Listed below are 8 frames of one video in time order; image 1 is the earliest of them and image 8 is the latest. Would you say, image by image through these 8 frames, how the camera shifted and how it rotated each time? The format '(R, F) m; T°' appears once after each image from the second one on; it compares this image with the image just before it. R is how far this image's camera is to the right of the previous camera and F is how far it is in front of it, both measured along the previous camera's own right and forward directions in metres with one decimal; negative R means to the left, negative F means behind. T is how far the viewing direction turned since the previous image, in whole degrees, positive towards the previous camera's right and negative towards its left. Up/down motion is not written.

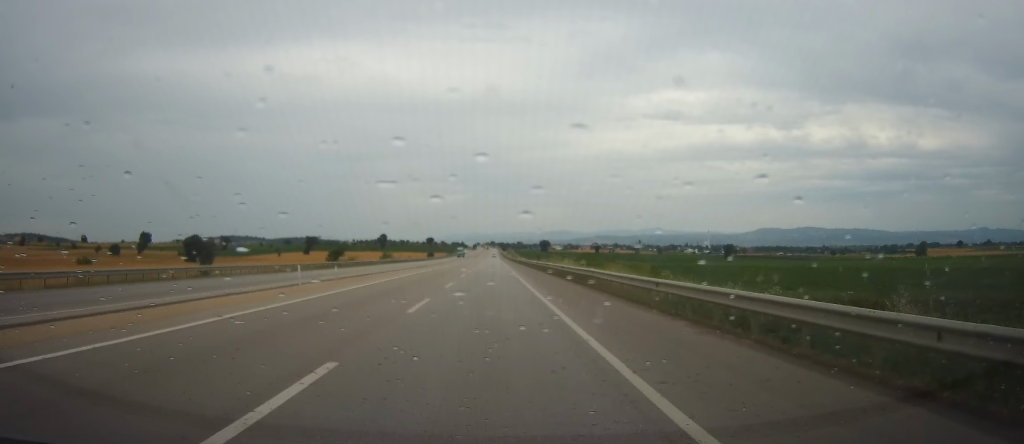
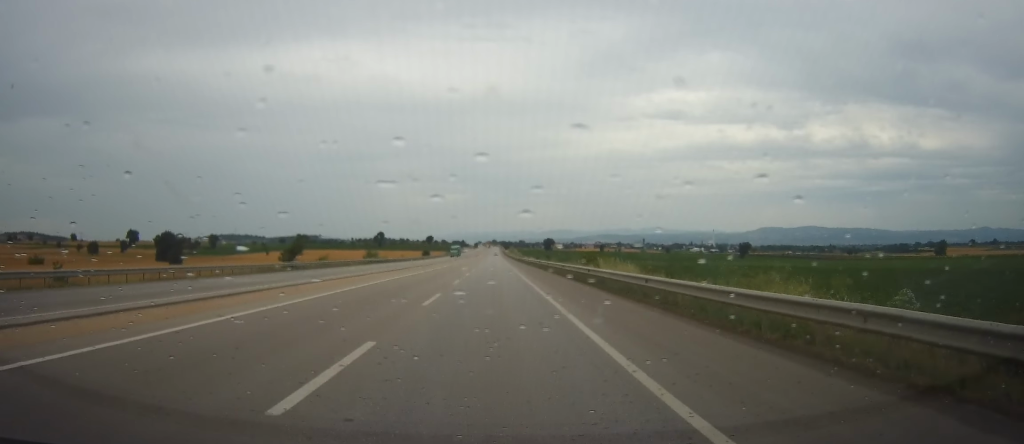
(+0.2, +22.1) m; 0°
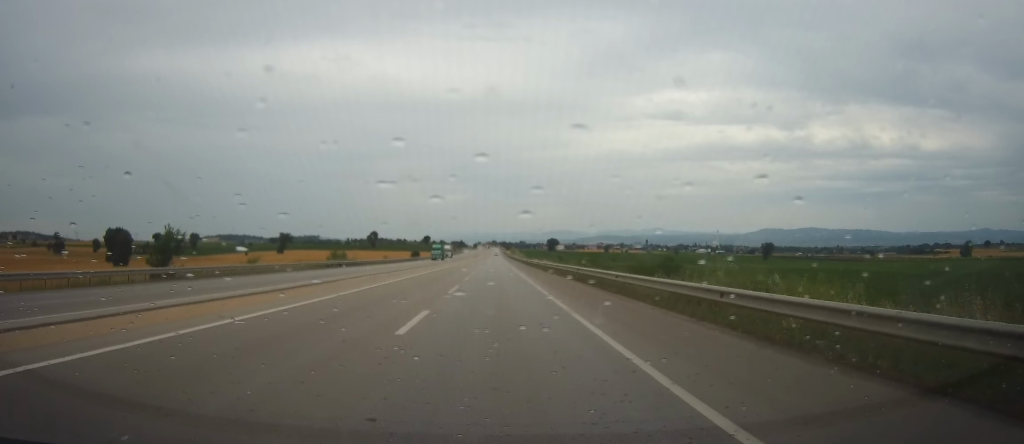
(-0.4, +29.1) m; -2°
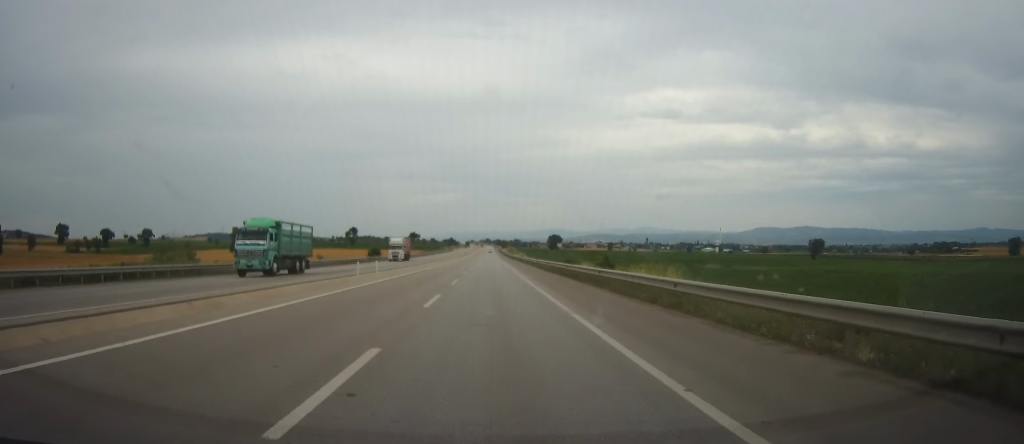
(-0.2, +55.5) m; +1°
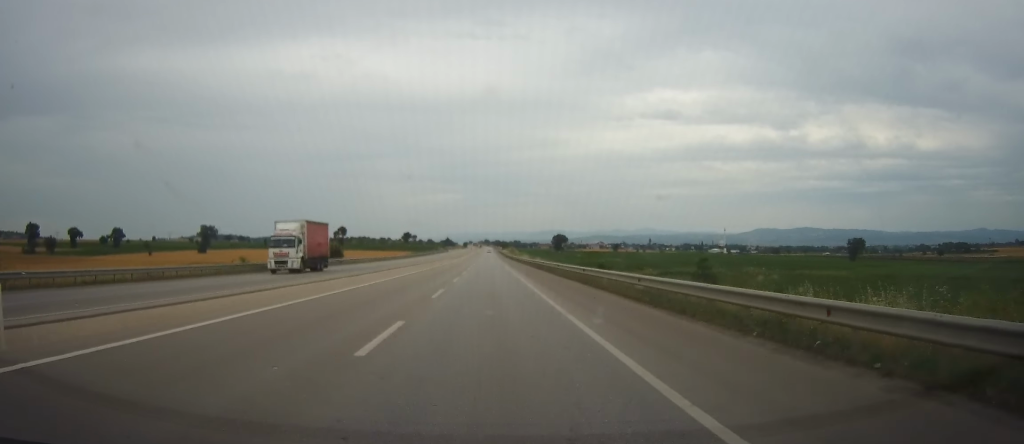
(+0.1, +32.2) m; 0°
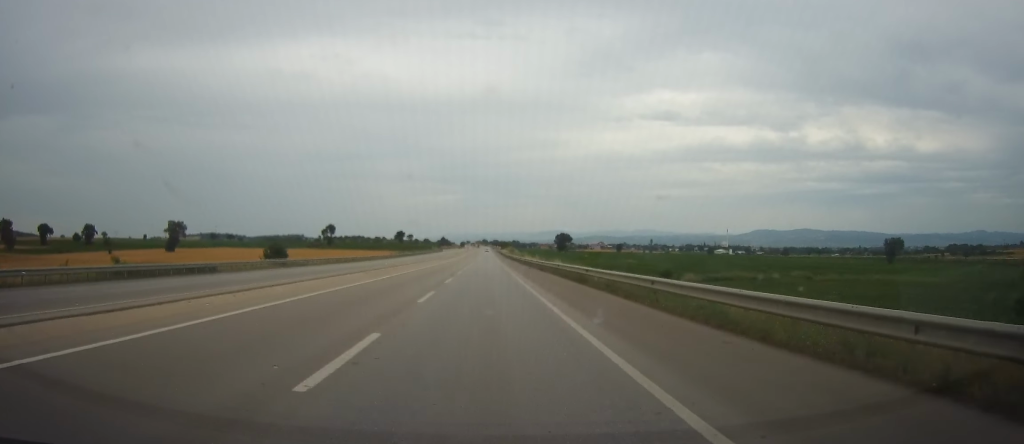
(0.0, +26.5) m; 0°
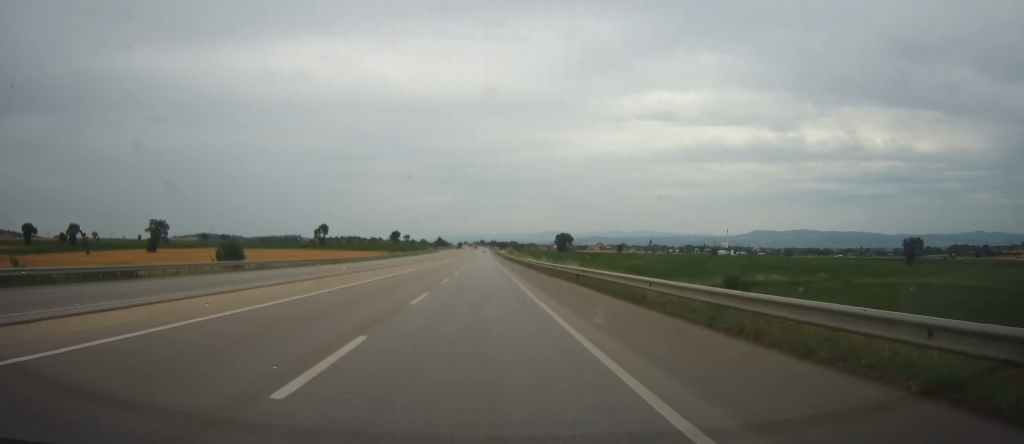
(0.0, +12.2) m; 0°
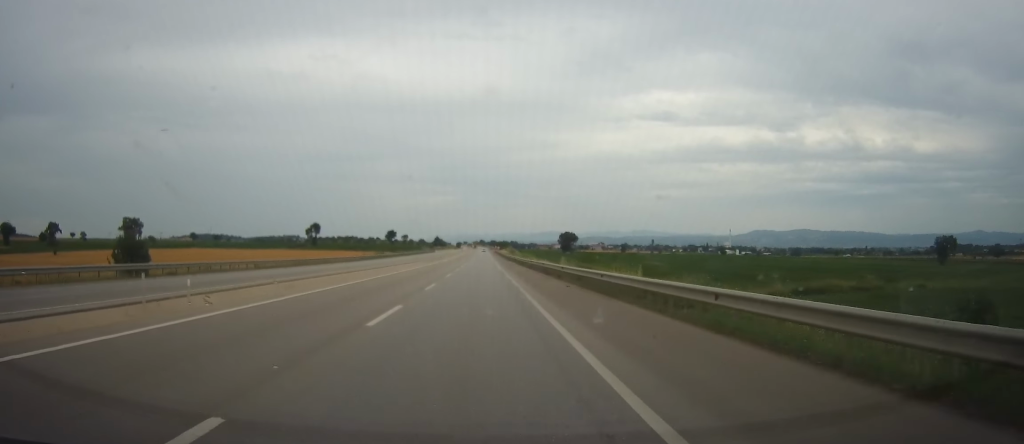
(+0.1, +17.6) m; 0°
